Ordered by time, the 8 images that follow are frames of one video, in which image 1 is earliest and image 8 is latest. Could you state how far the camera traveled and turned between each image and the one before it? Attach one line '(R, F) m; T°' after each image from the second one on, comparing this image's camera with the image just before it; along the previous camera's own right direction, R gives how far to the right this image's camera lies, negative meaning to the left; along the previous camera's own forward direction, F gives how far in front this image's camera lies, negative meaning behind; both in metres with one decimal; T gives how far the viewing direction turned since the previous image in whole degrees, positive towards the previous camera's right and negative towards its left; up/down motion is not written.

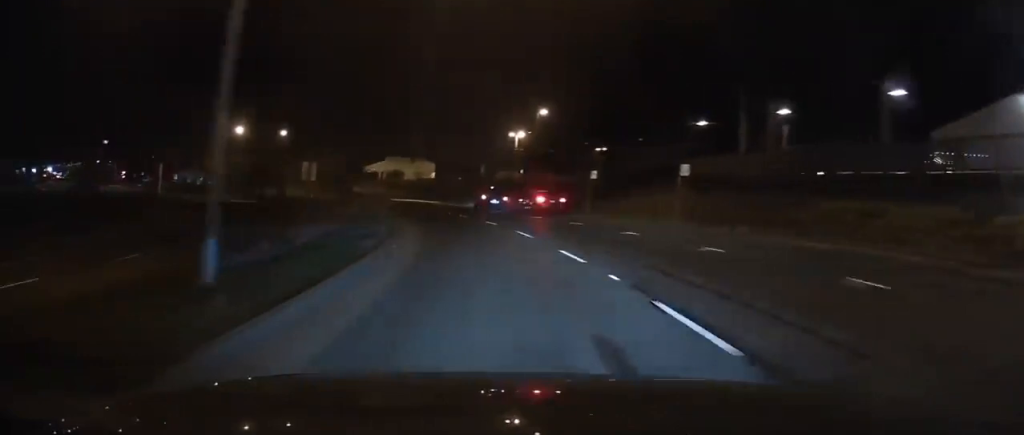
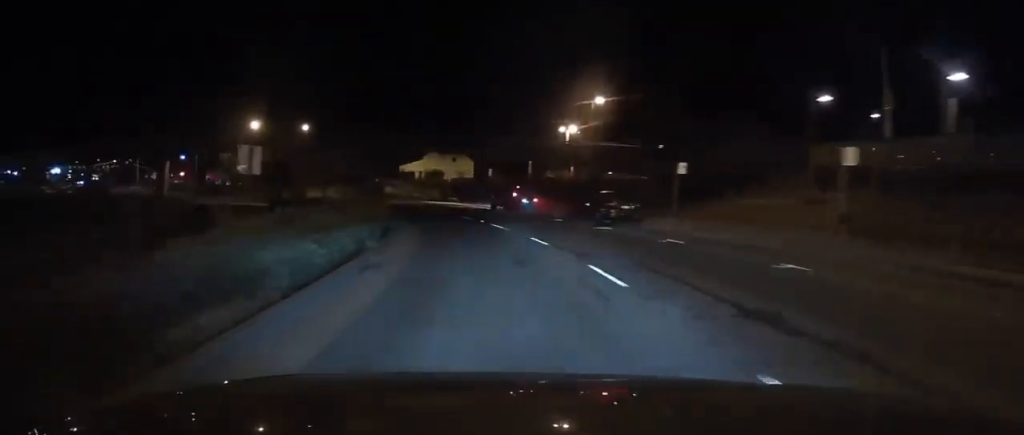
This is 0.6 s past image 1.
(-0.3, +10.5) m; -3°
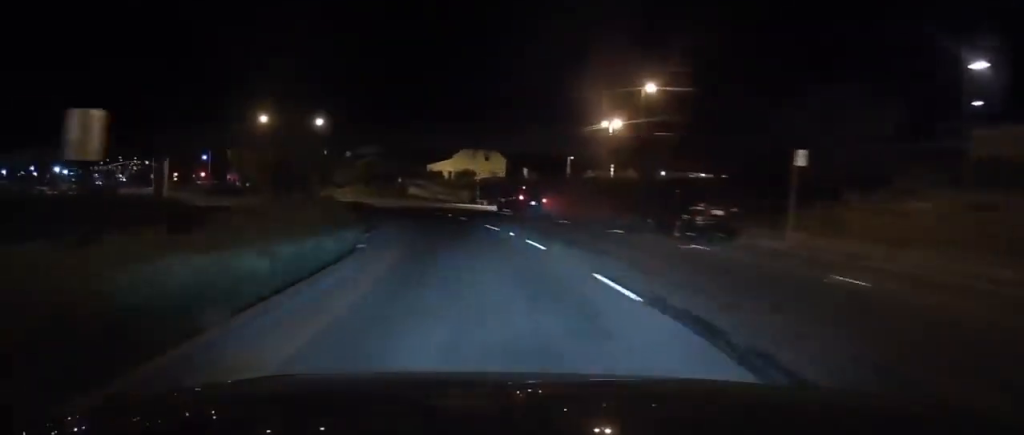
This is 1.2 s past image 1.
(-0.2, +8.8) m; -3°
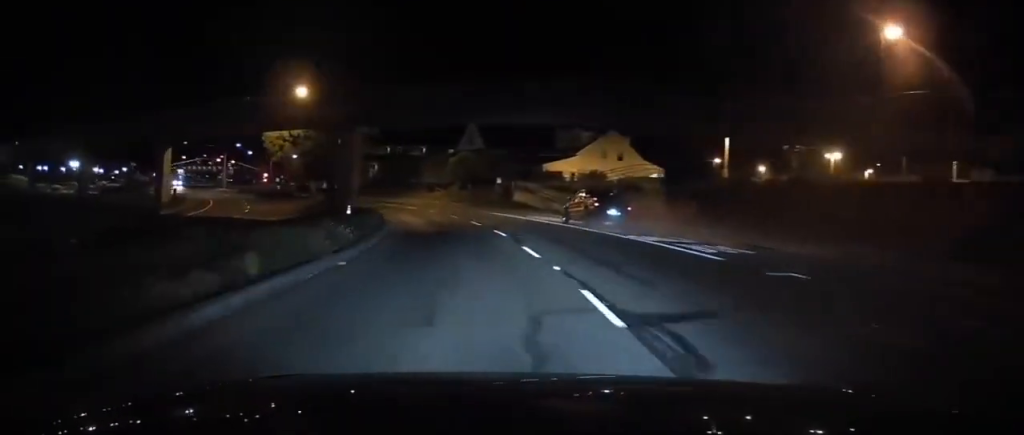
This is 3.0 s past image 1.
(-2.8, +24.3) m; -13°
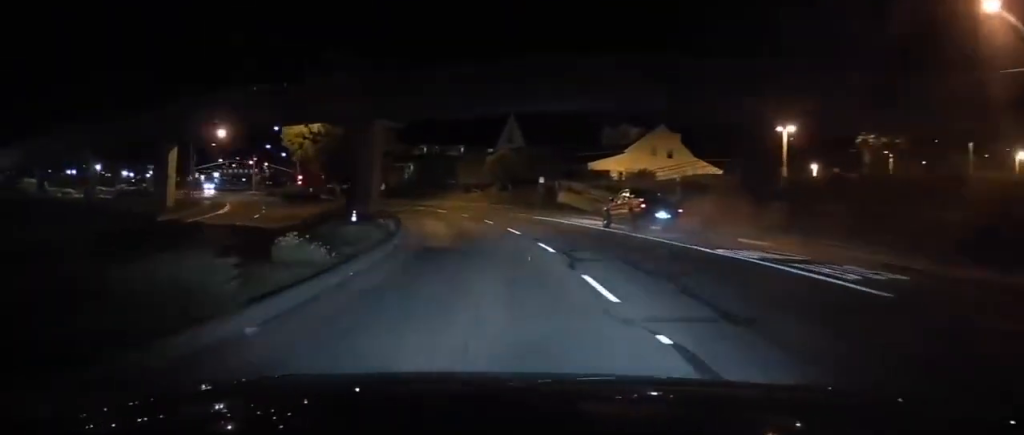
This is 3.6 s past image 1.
(-0.2, +5.9) m; -3°
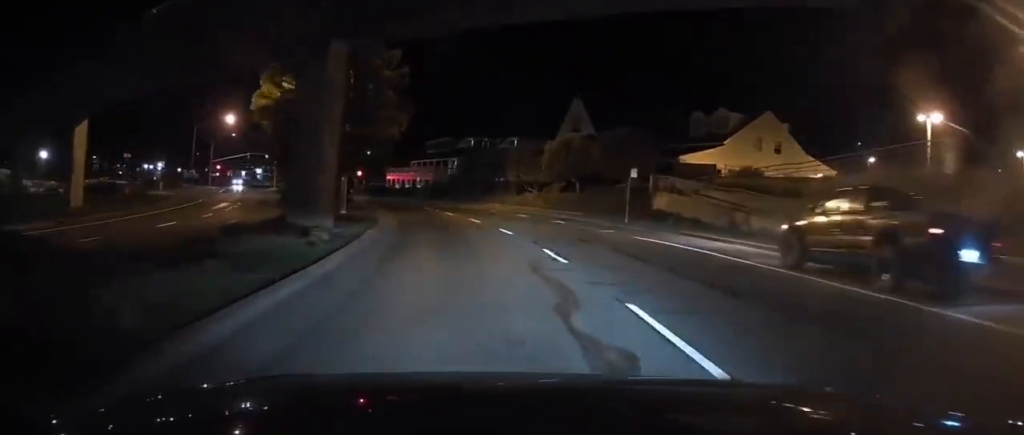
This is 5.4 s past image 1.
(-0.8, +17.8) m; -4°
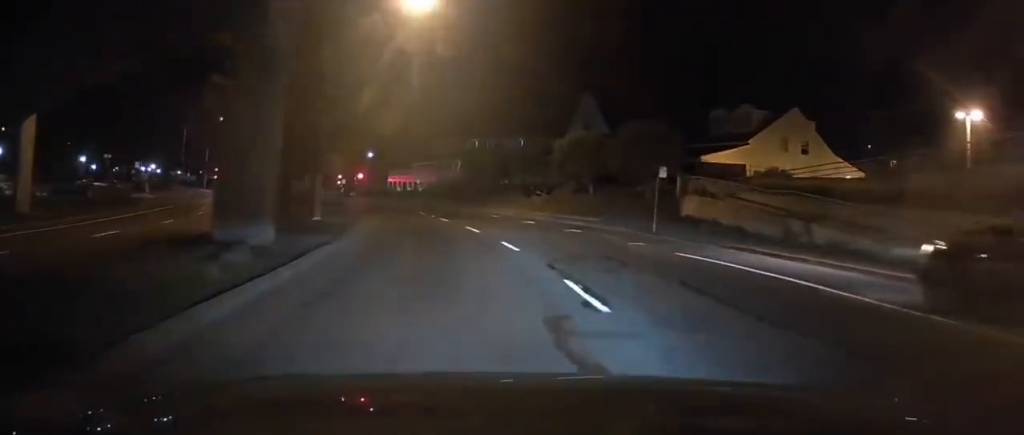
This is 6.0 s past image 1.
(0.0, +4.7) m; 0°
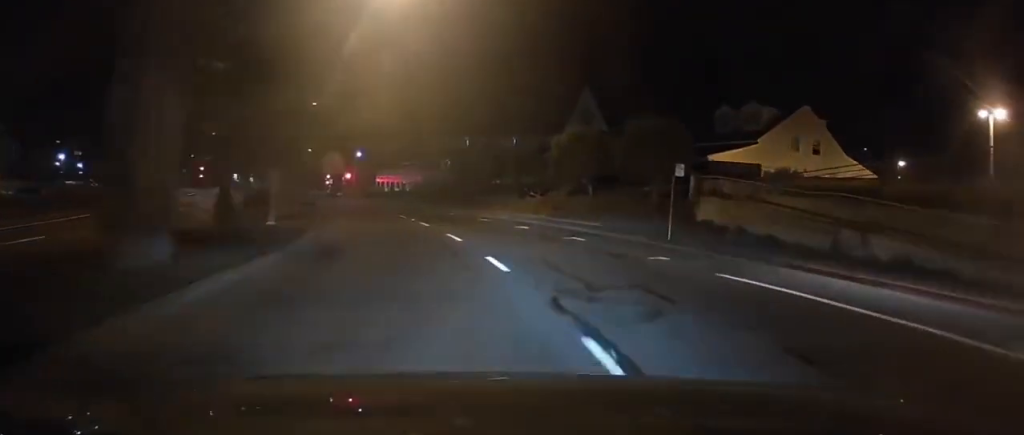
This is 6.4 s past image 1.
(0.0, +3.8) m; 0°
